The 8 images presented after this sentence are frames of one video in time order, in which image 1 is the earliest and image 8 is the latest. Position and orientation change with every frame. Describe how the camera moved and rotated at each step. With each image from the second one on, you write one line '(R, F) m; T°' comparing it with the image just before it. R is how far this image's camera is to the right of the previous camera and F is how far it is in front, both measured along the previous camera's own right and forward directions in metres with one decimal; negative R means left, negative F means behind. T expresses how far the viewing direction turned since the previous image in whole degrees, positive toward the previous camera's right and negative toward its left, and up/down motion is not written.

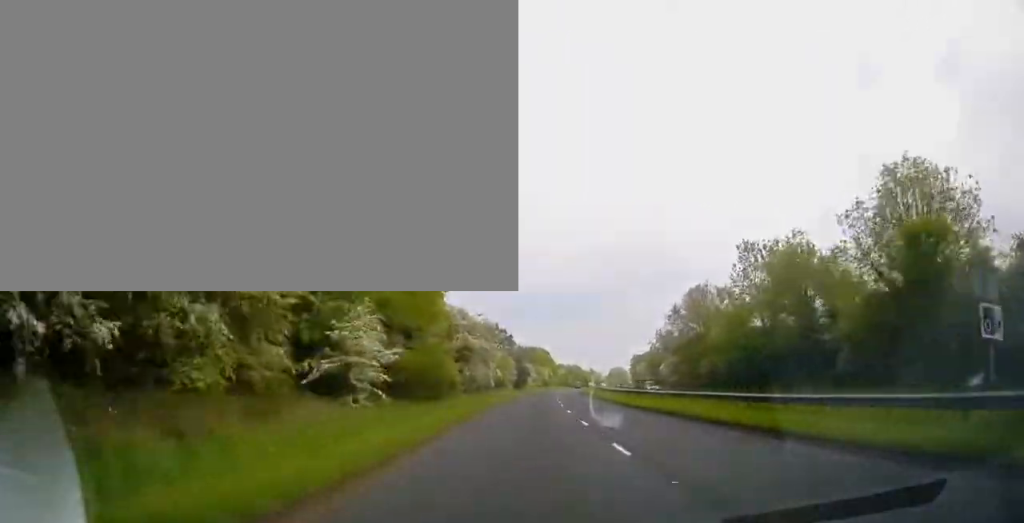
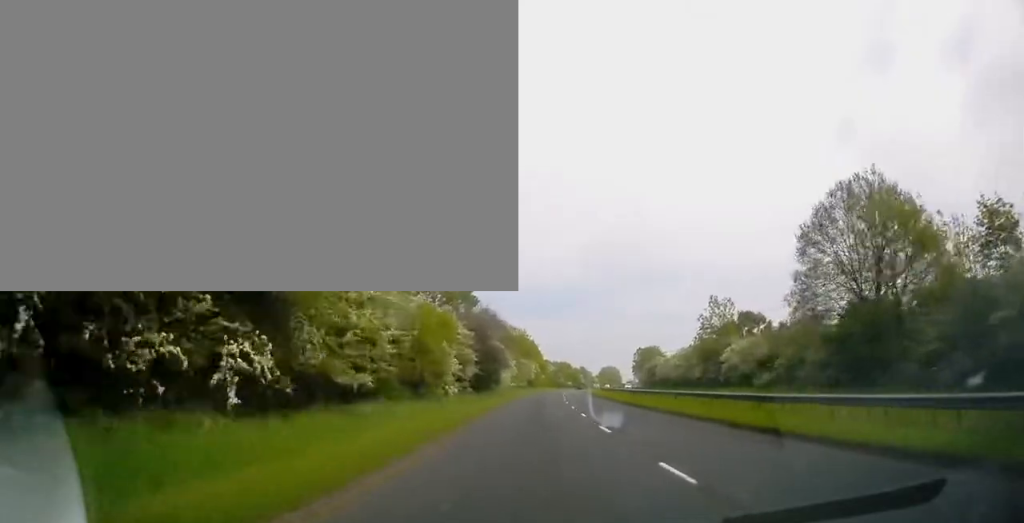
(+1.0, +48.5) m; +1°
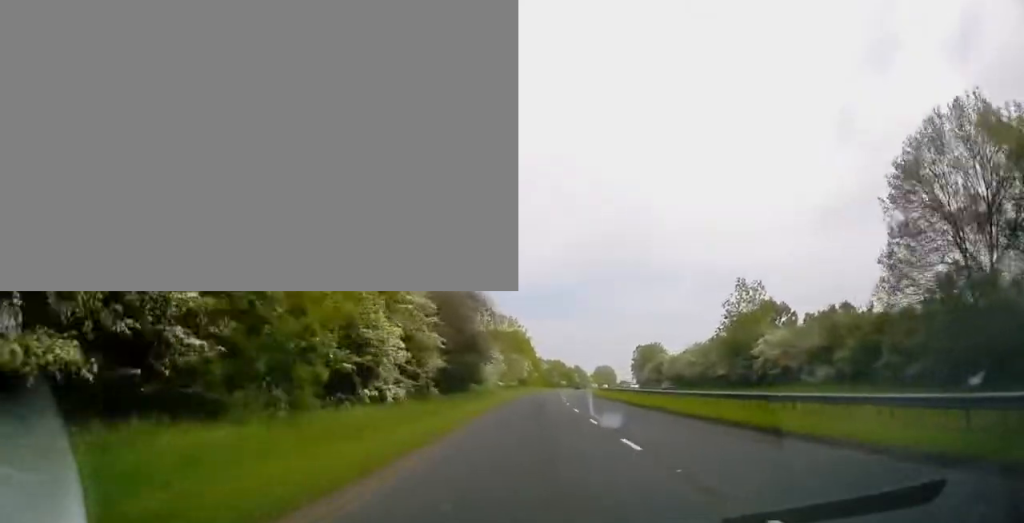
(0.0, +13.1) m; +1°
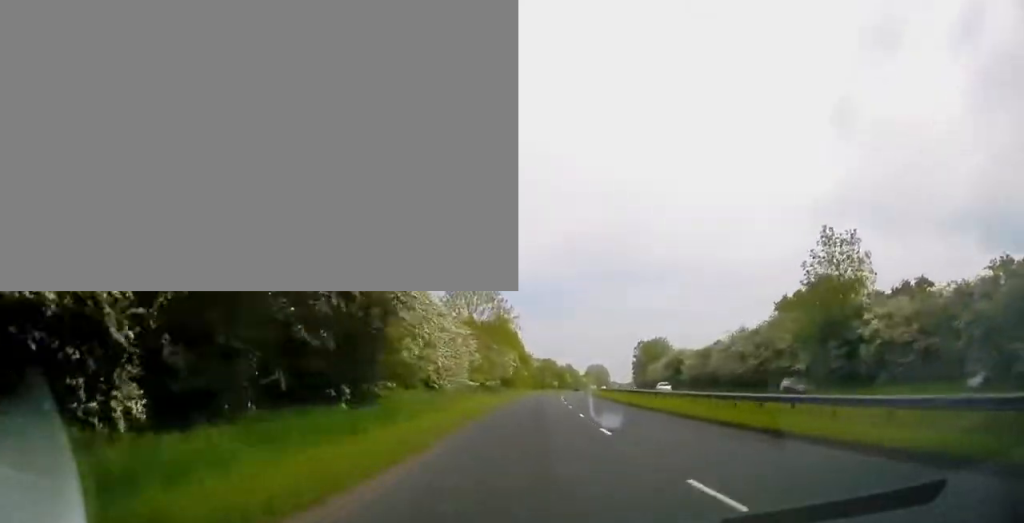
(0.0, +22.4) m; +1°
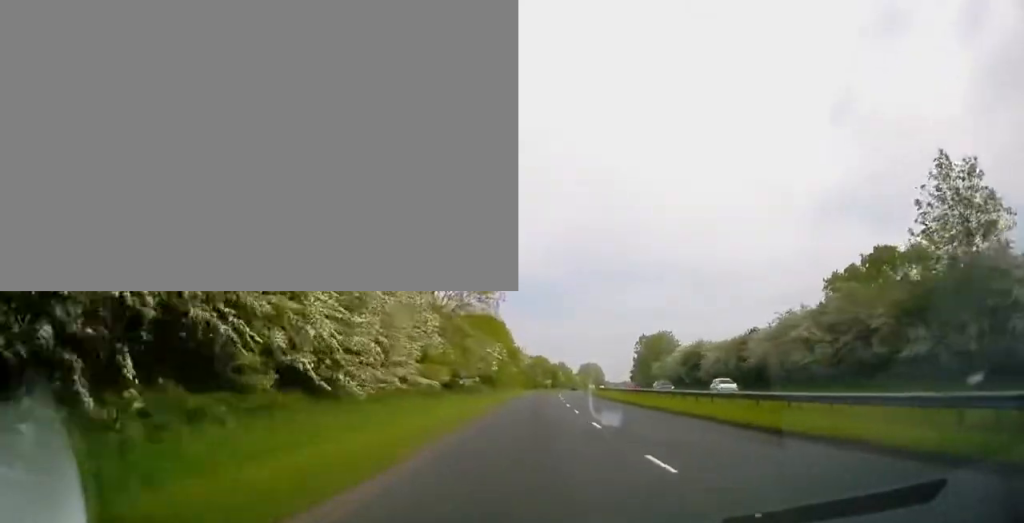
(+0.3, +15.9) m; +2°
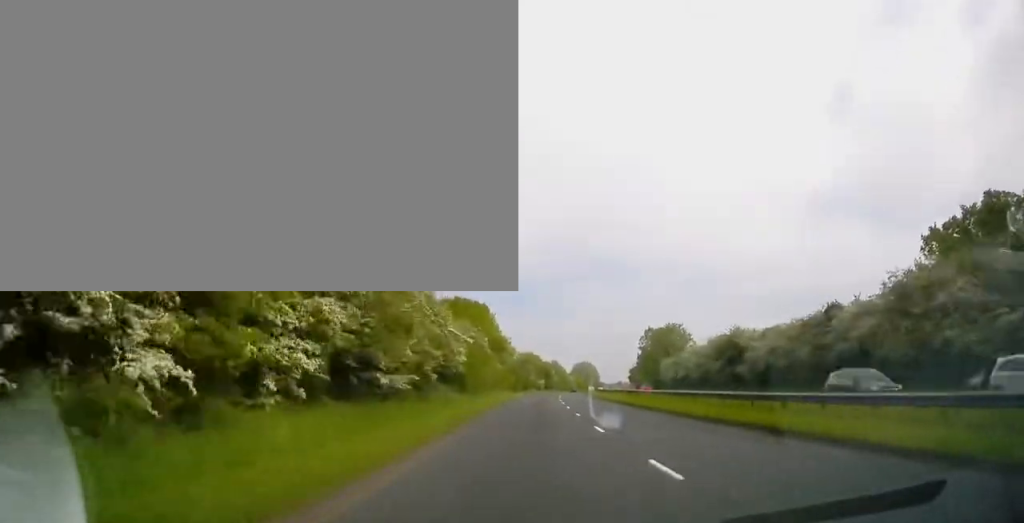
(+0.3, +18.8) m; +1°
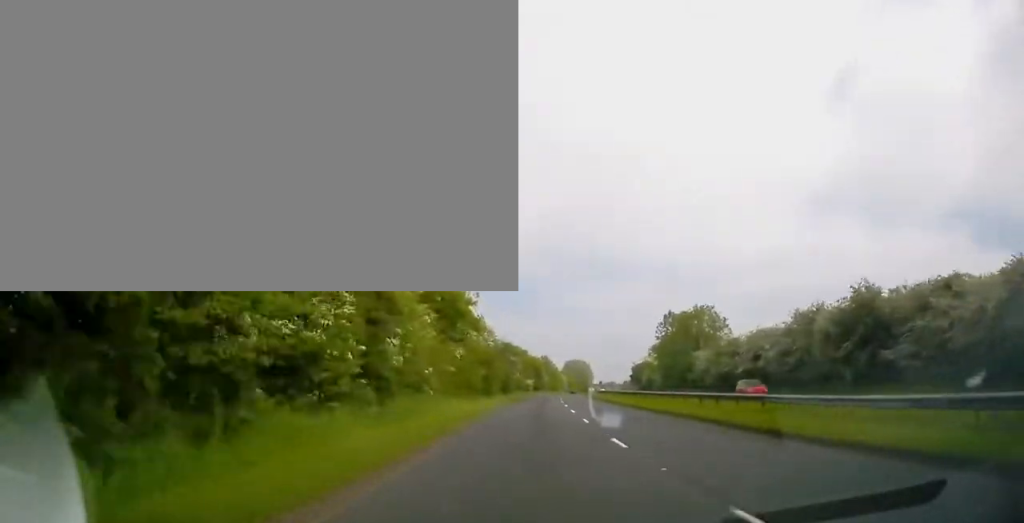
(+0.5, +30.2) m; +1°
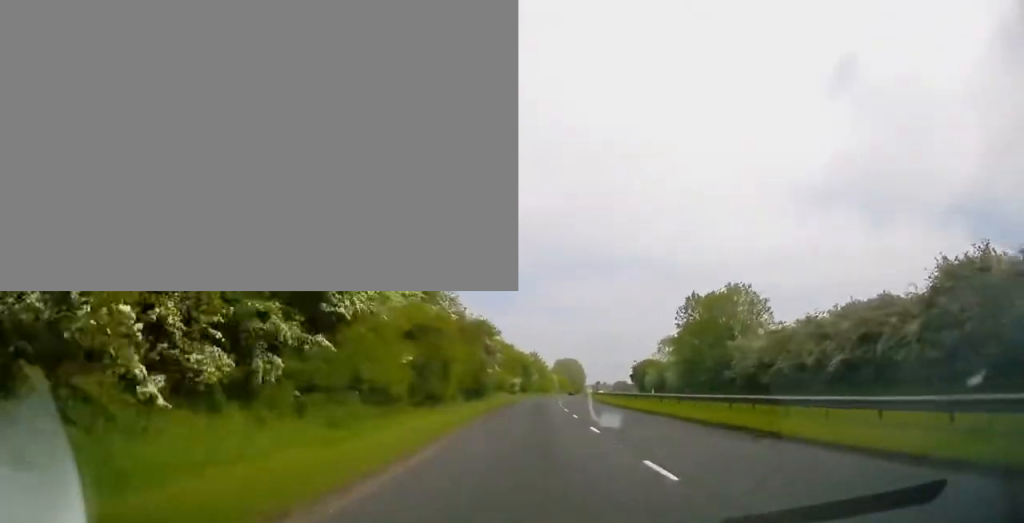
(0.0, +21.7) m; +1°
